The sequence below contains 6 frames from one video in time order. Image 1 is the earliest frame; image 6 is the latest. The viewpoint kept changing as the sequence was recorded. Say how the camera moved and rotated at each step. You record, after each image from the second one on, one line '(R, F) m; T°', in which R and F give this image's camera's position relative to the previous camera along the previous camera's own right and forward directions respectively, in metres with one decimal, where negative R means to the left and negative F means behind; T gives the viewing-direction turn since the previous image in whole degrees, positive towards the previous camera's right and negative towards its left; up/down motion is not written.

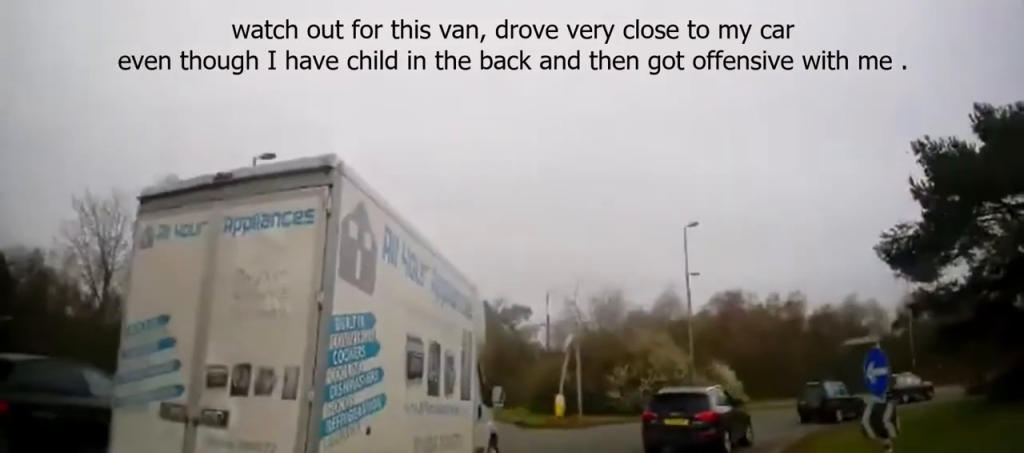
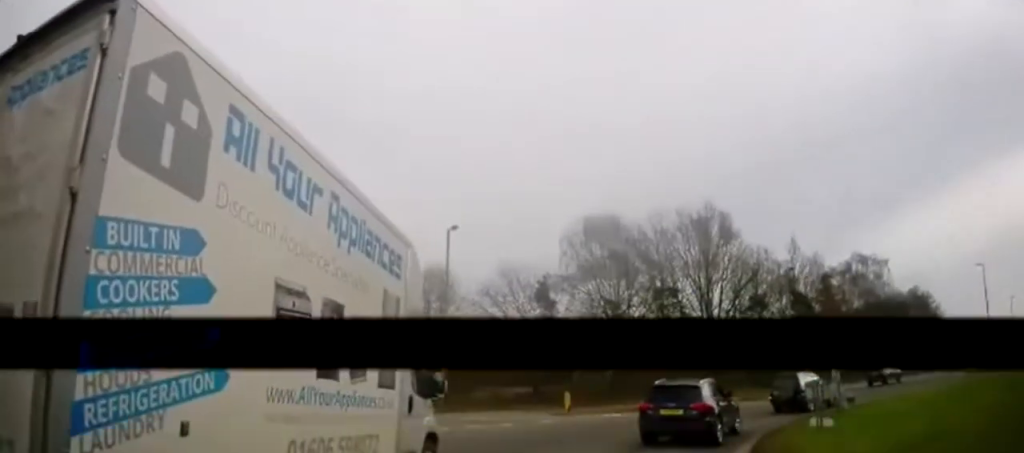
(+10.7, +22.0) m; +49°
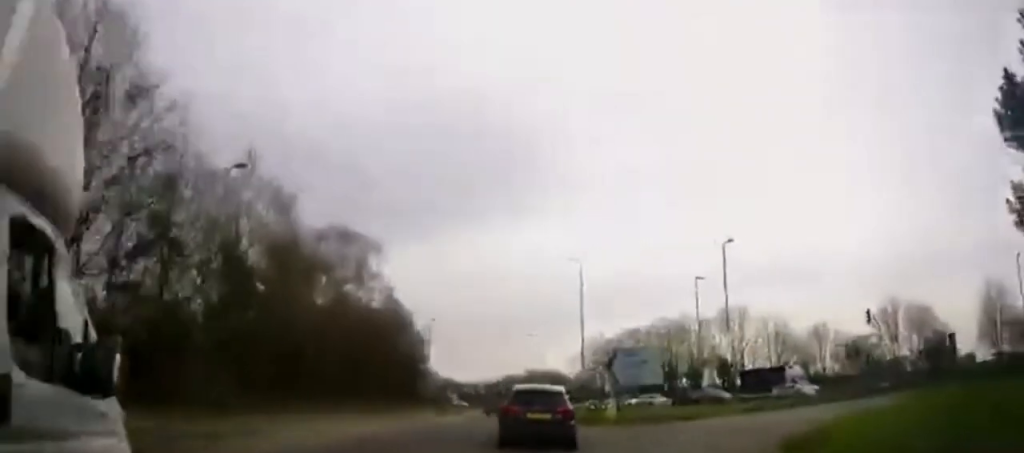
(+13.8, +22.2) m; +55°
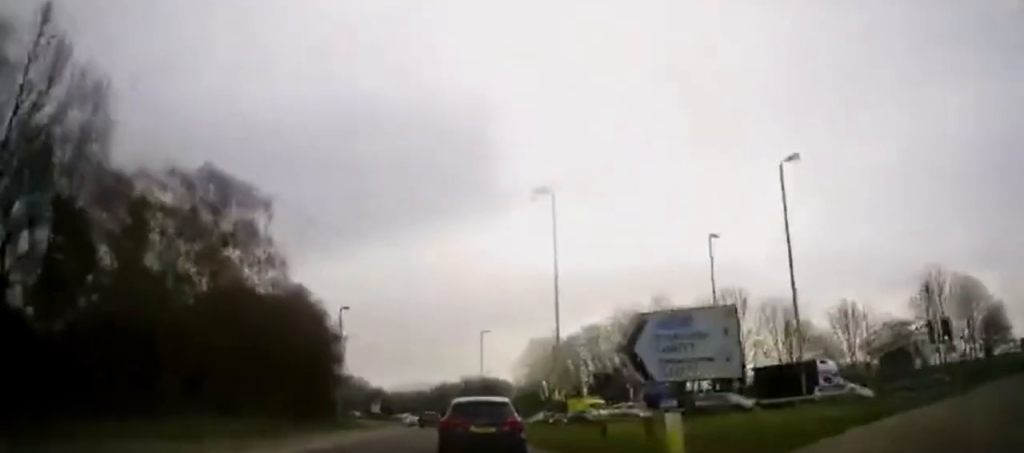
(-0.3, +15.4) m; -2°
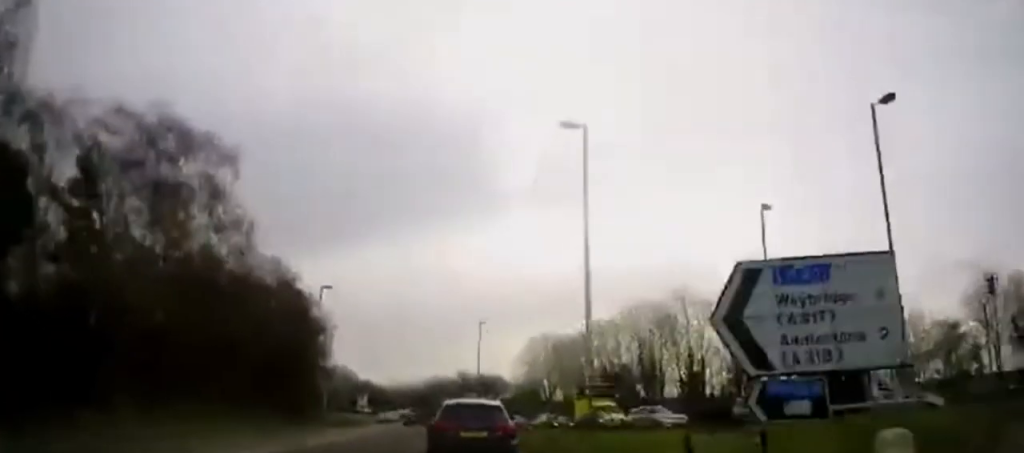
(-0.1, +6.4) m; -1°
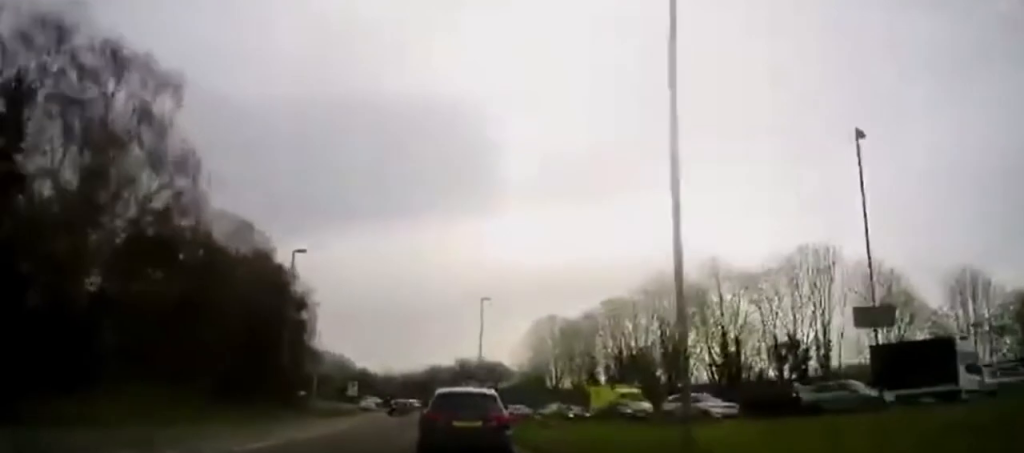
(-0.1, +7.5) m; 0°
